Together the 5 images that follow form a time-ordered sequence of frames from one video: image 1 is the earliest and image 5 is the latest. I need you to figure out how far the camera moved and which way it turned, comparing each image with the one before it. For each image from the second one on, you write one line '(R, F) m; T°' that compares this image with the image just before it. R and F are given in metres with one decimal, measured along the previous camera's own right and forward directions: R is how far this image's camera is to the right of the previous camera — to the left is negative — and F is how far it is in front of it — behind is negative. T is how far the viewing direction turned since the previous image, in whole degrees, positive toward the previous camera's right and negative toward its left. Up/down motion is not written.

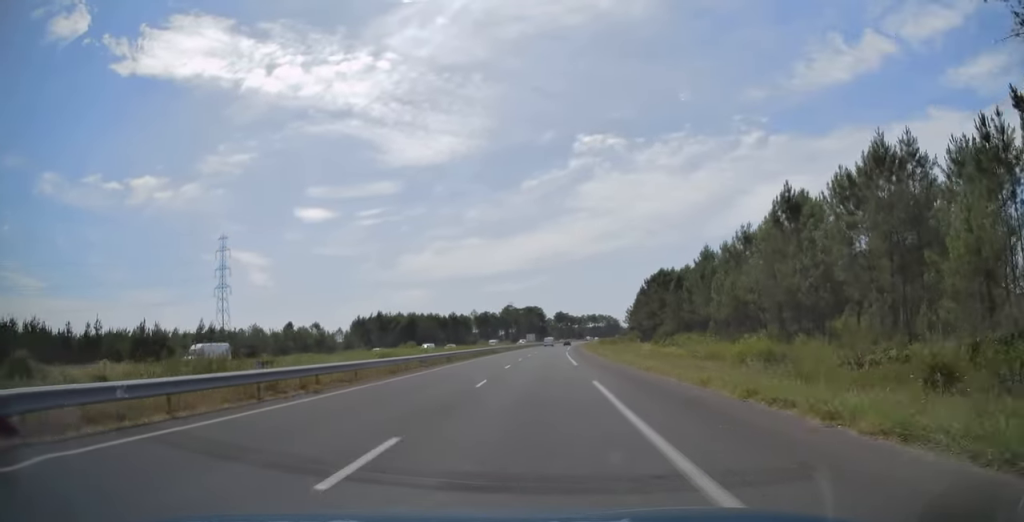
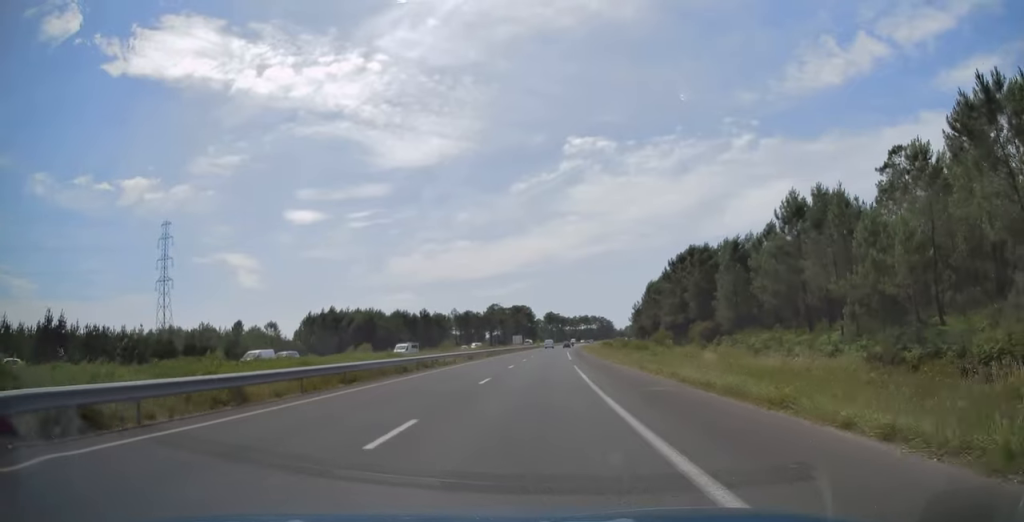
(+0.6, +36.7) m; +1°
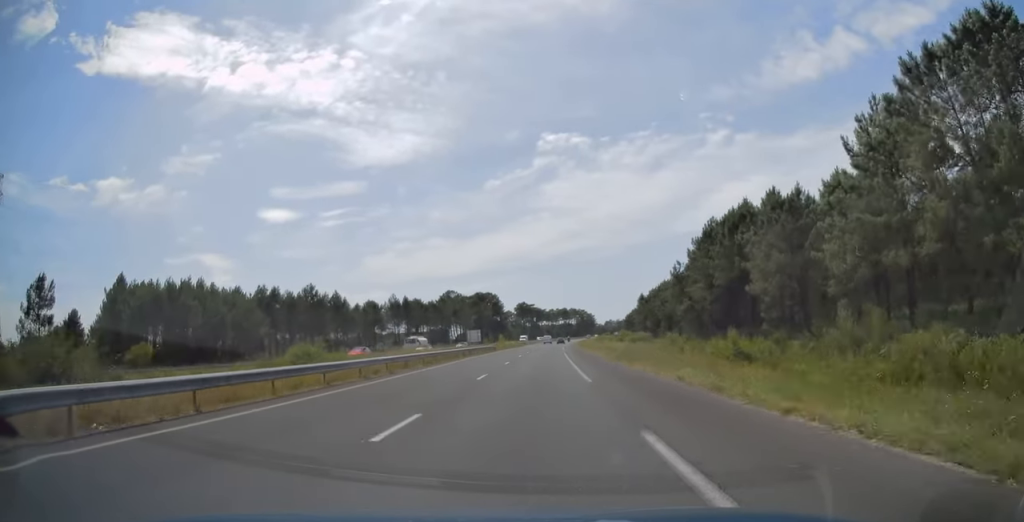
(+1.3, +77.6) m; +2°
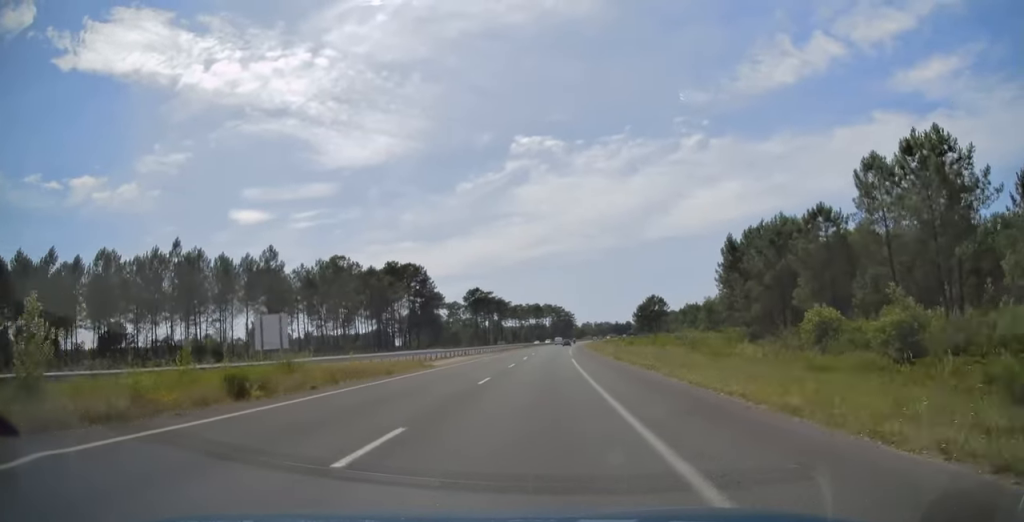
(+3.0, +119.0) m; +3°
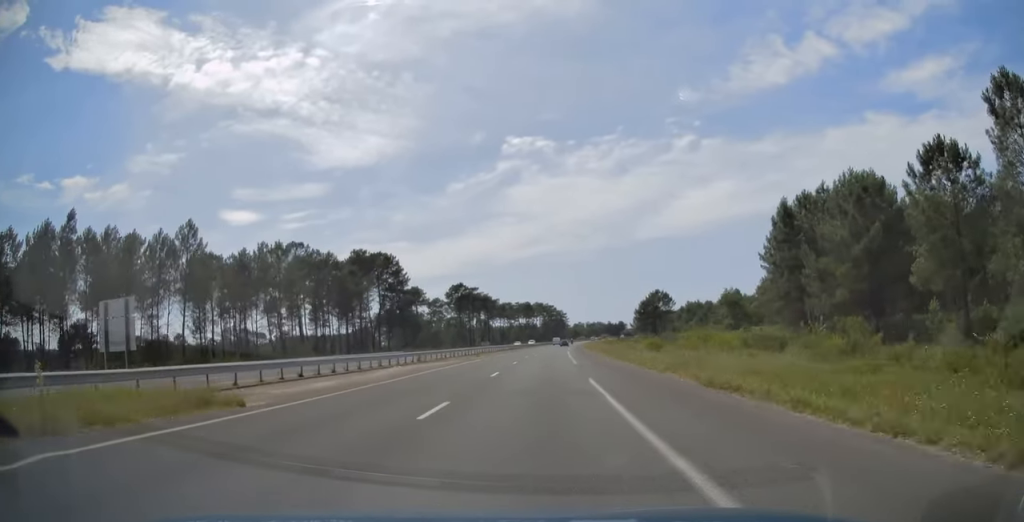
(+0.1, +22.1) m; +1°
